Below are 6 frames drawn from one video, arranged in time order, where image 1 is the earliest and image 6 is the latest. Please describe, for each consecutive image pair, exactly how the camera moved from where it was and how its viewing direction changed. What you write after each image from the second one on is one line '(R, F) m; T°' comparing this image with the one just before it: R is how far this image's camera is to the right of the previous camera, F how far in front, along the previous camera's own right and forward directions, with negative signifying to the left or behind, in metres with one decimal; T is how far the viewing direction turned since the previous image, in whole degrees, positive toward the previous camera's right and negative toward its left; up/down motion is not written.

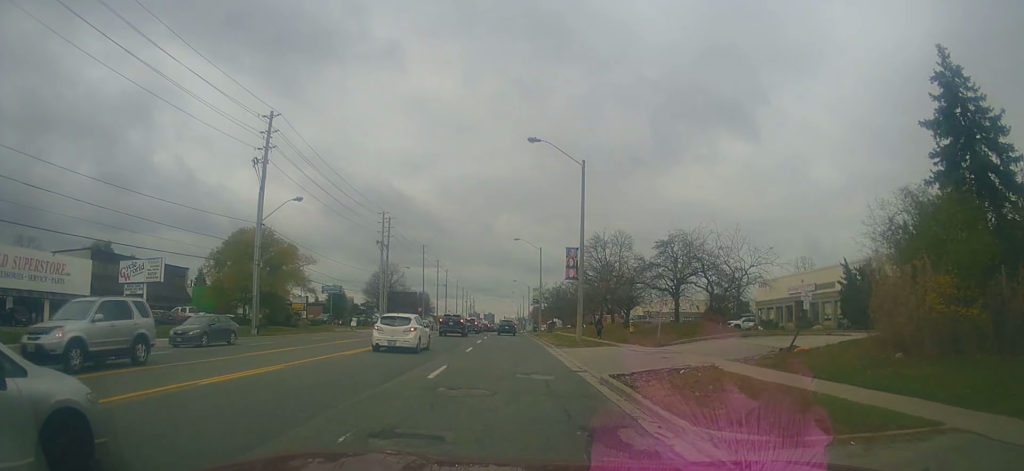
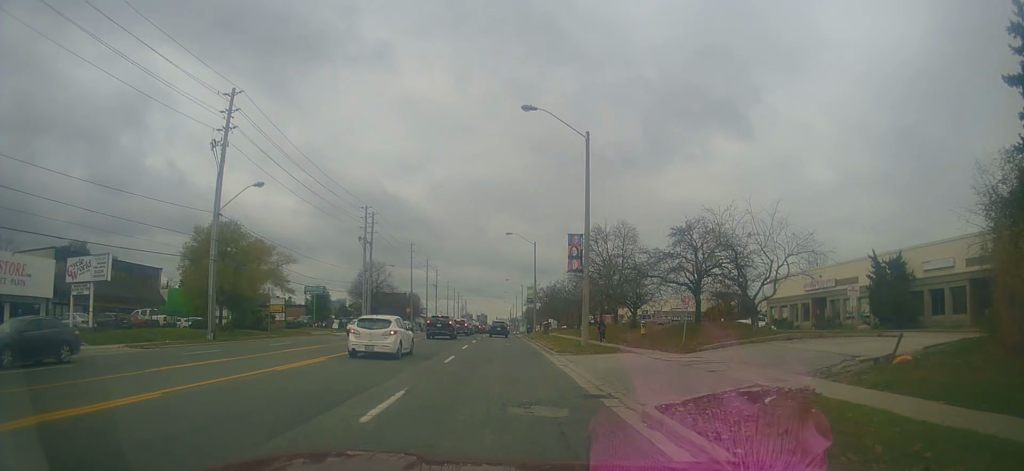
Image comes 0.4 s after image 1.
(0.0, +5.3) m; +1°
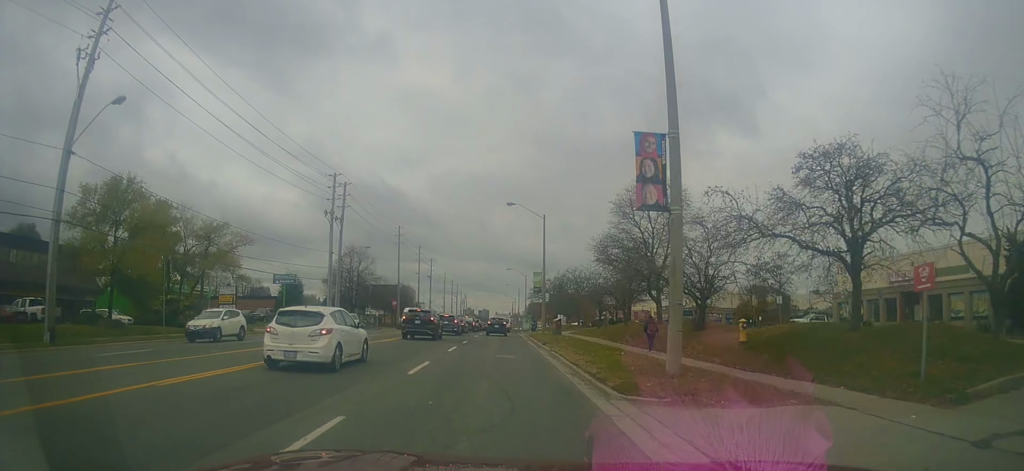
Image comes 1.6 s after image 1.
(+0.4, +14.5) m; +2°
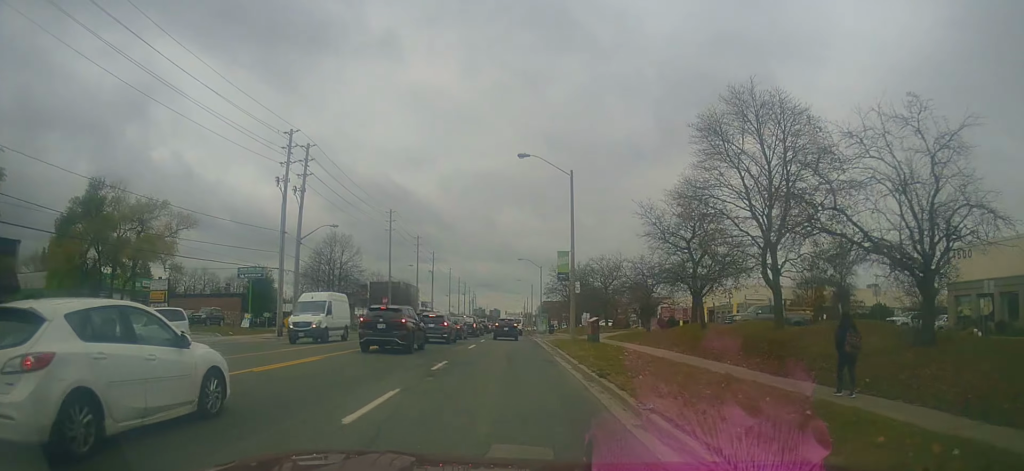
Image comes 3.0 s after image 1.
(-0.3, +15.5) m; -5°
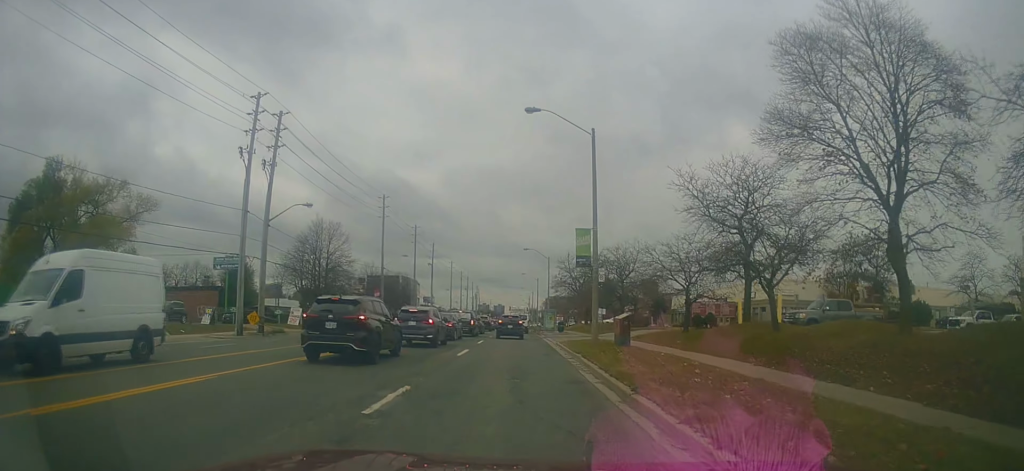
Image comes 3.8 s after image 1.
(-0.2, +7.7) m; -2°
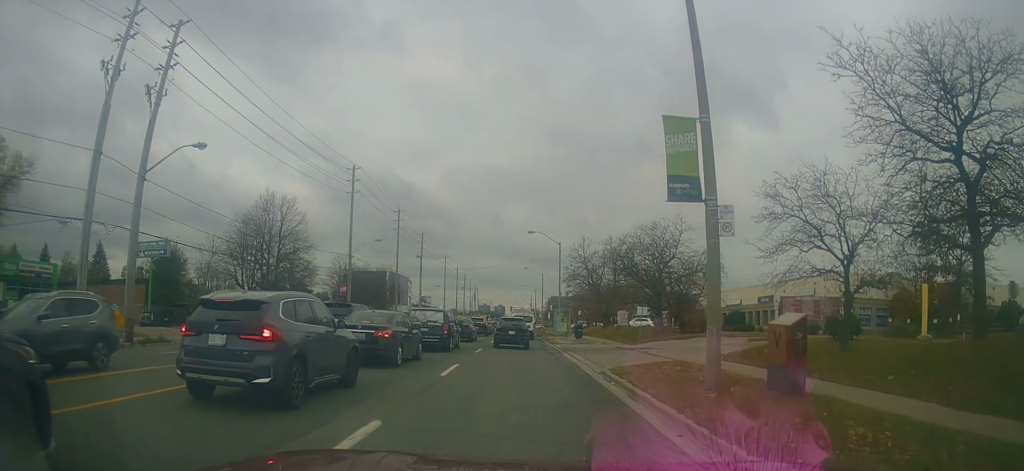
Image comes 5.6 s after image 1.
(+0.3, +16.2) m; +2°
